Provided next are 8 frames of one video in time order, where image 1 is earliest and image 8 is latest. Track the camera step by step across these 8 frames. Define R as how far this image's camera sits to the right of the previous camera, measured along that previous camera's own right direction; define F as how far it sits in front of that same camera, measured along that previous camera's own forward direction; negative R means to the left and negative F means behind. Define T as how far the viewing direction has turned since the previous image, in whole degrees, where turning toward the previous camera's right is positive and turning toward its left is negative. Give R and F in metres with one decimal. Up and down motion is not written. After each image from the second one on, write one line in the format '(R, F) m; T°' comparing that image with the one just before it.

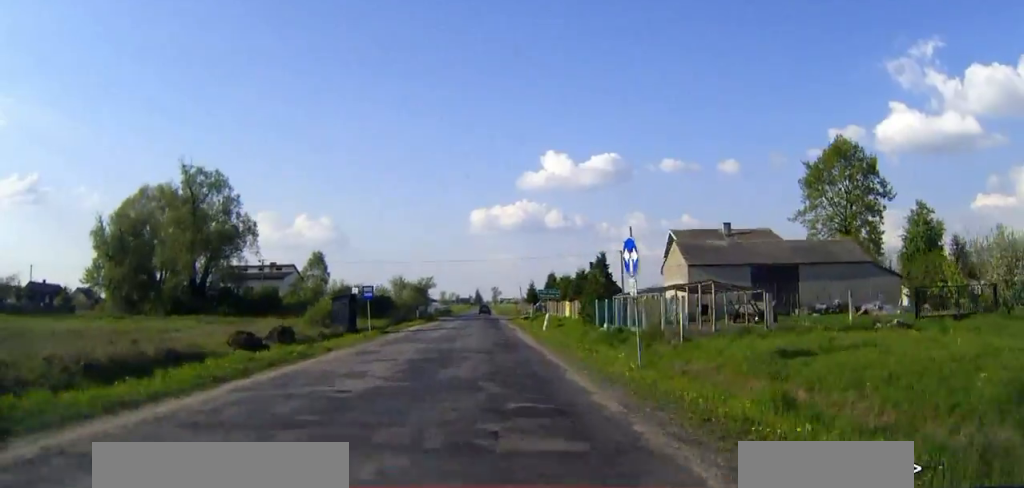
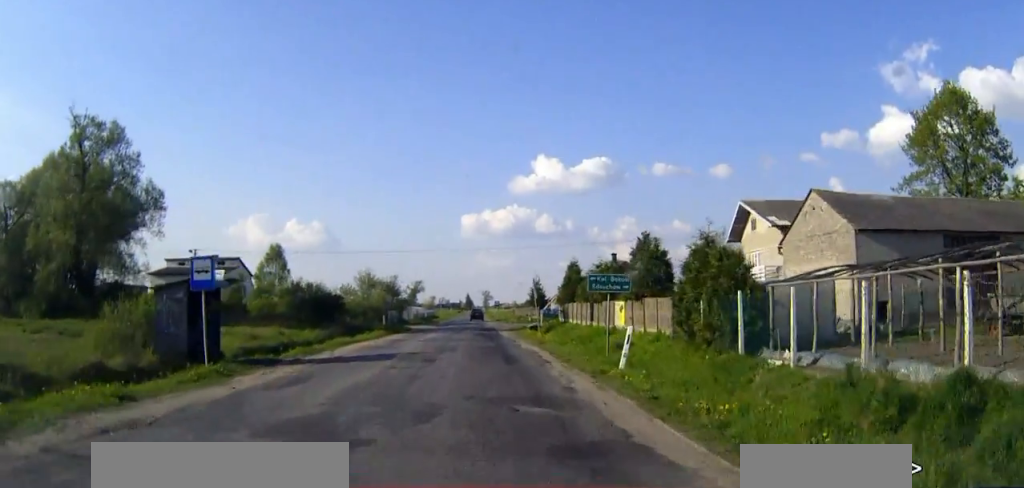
(0.0, +23.6) m; 0°
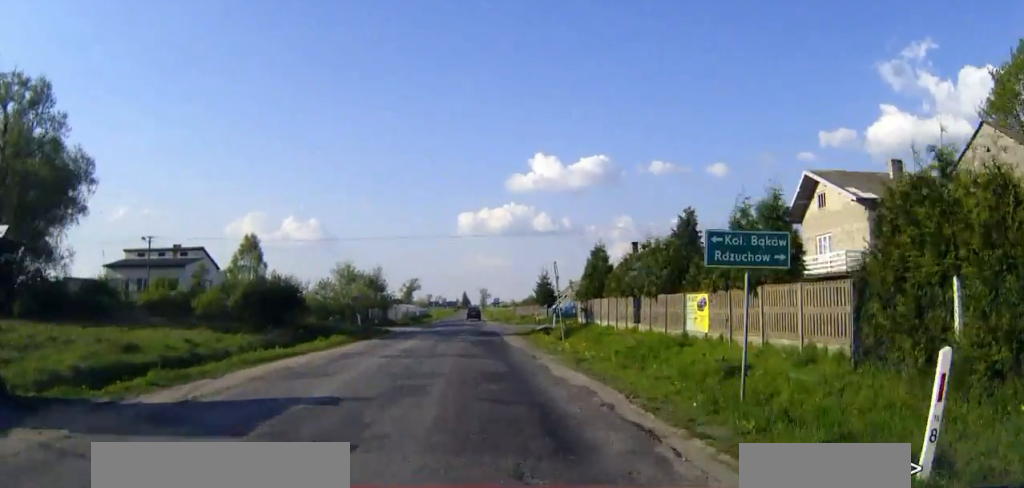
(0.0, +11.8) m; 0°
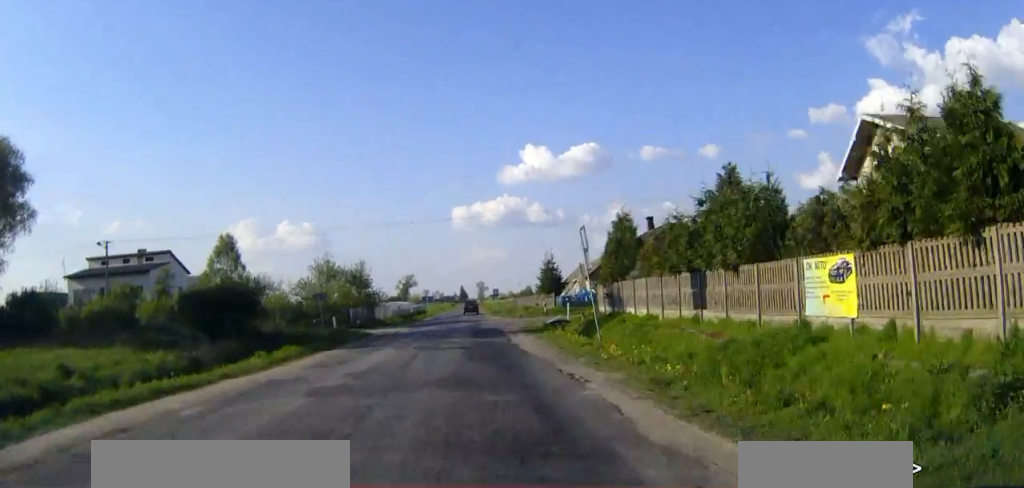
(0.0, +8.3) m; 0°
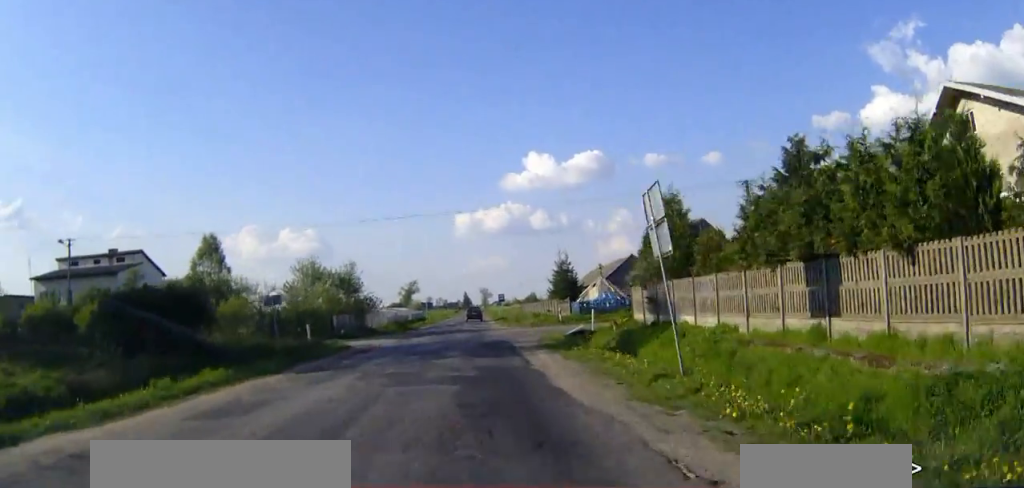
(0.0, +7.3) m; 0°
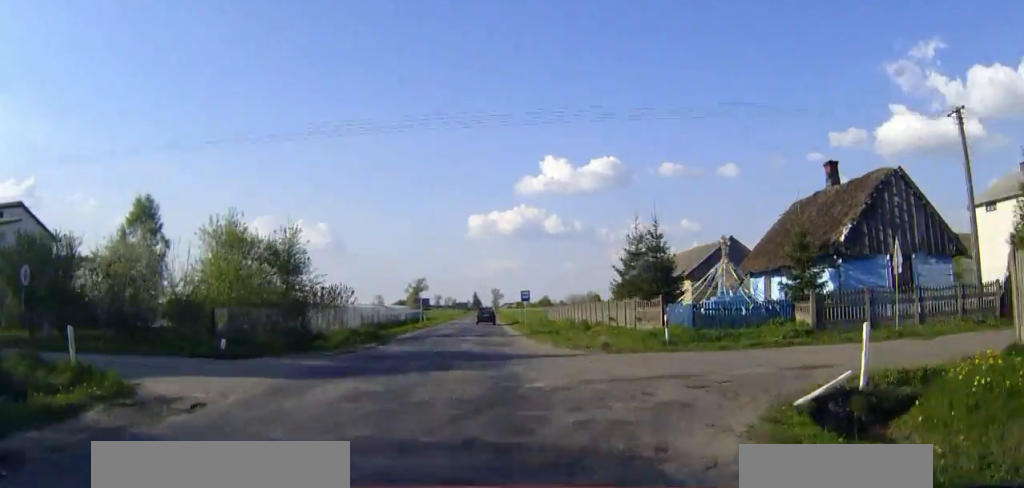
(-0.2, +22.2) m; -1°
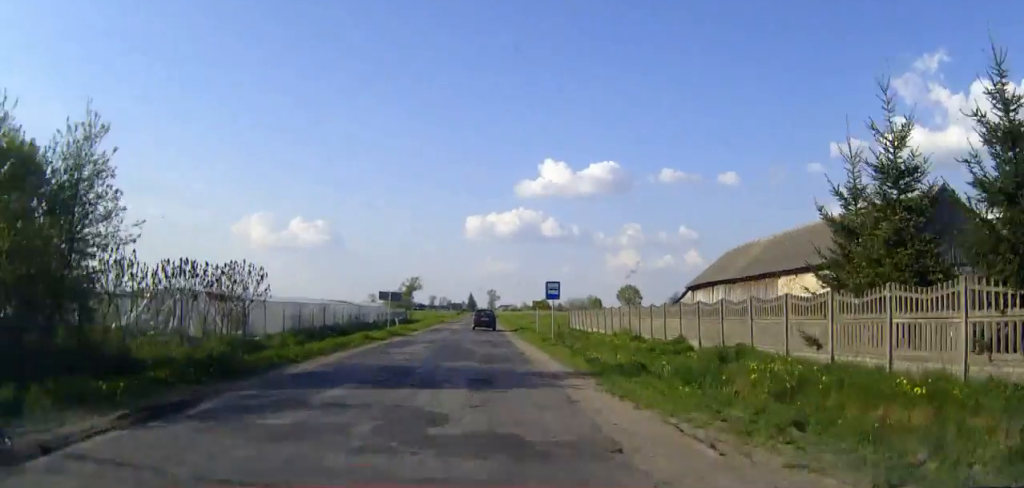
(0.0, +20.7) m; 0°
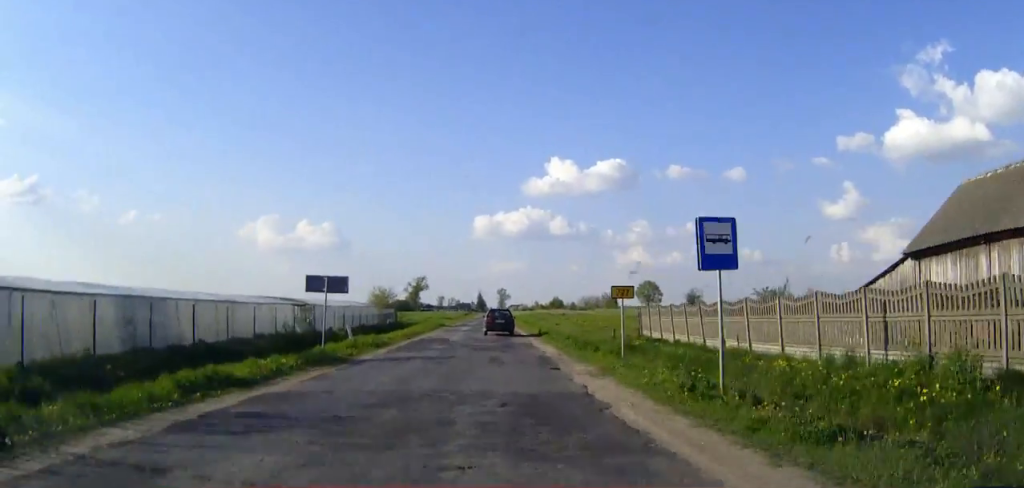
(0.0, +20.8) m; 0°
